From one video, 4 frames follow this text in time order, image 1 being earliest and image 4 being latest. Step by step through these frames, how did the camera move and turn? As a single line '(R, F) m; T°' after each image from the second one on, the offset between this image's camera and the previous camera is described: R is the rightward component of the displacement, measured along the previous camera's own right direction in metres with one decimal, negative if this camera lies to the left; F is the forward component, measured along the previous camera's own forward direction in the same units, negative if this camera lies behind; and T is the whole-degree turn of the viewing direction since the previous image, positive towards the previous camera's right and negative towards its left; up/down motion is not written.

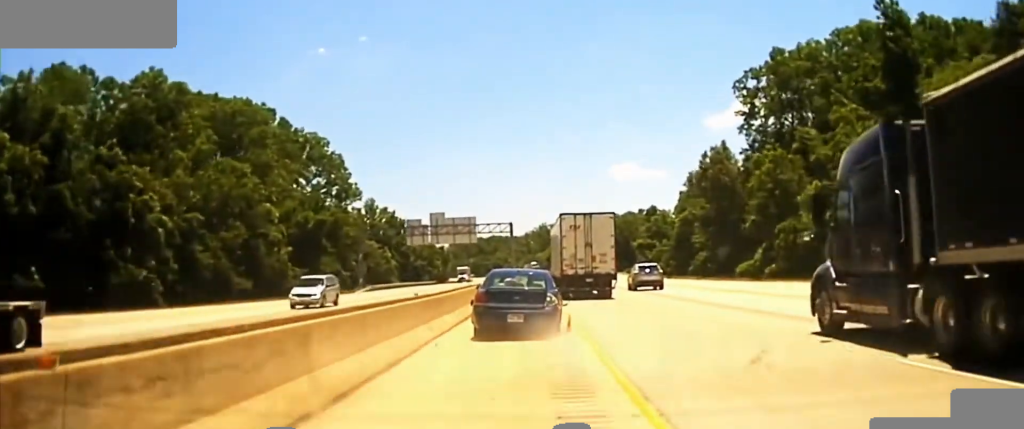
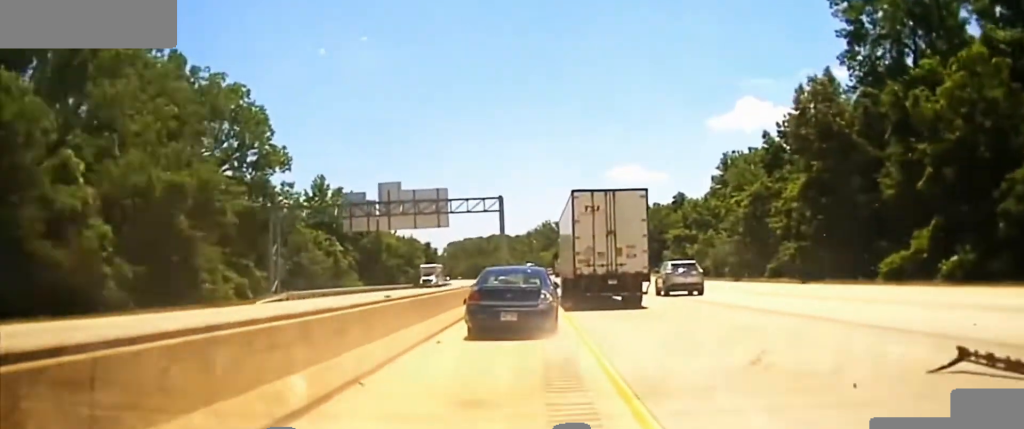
(0.0, +28.6) m; 0°
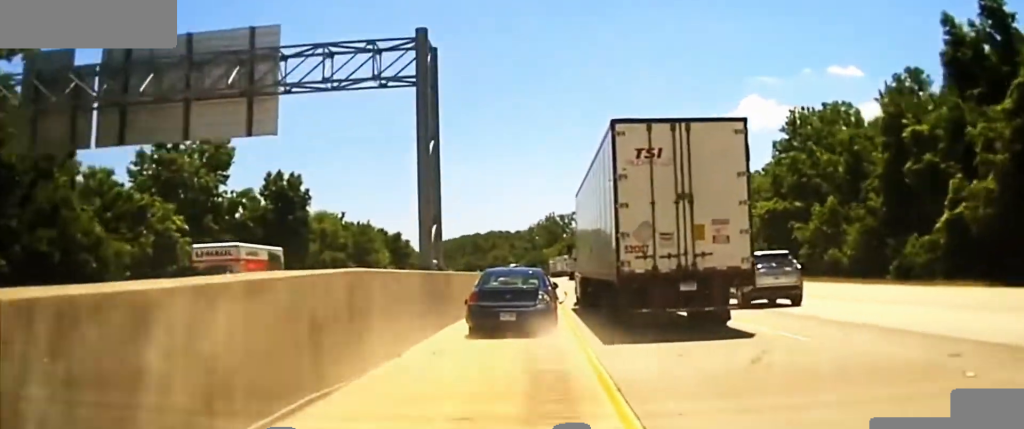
(+0.2, +41.0) m; 0°
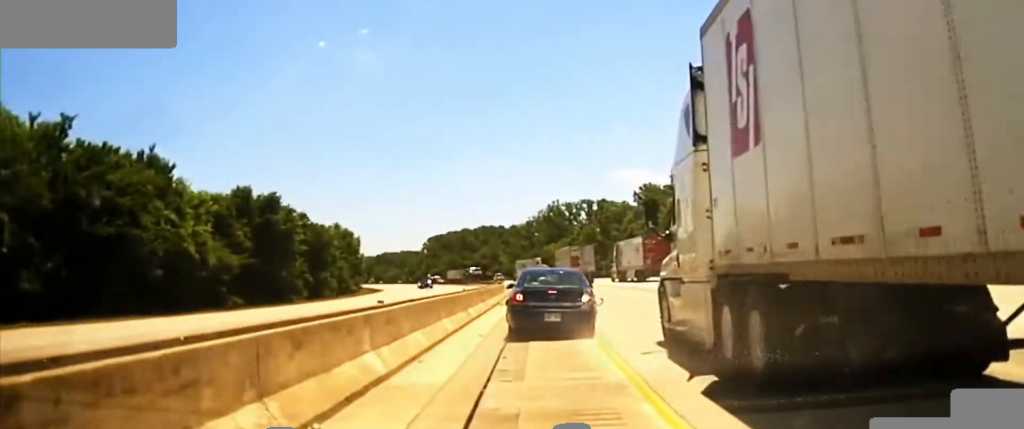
(-1.3, +80.1) m; -2°
